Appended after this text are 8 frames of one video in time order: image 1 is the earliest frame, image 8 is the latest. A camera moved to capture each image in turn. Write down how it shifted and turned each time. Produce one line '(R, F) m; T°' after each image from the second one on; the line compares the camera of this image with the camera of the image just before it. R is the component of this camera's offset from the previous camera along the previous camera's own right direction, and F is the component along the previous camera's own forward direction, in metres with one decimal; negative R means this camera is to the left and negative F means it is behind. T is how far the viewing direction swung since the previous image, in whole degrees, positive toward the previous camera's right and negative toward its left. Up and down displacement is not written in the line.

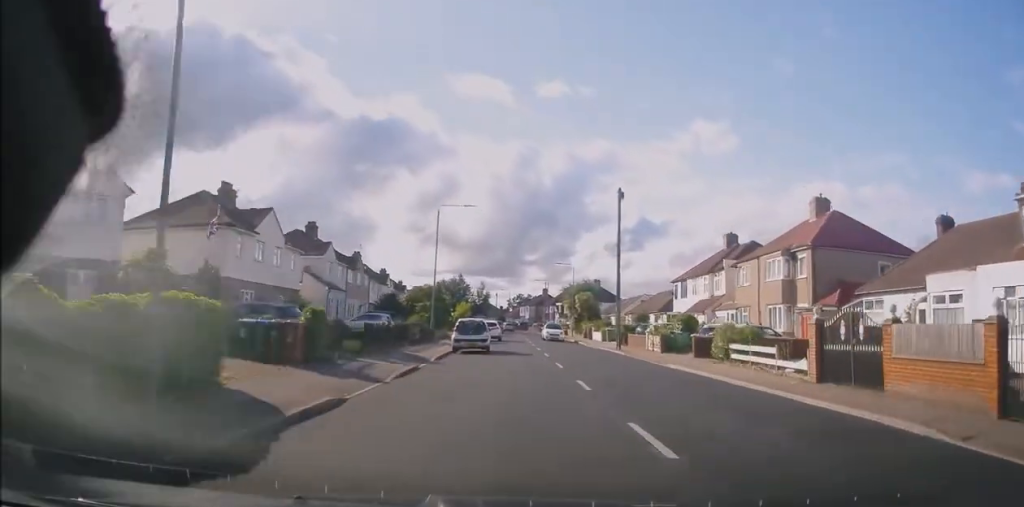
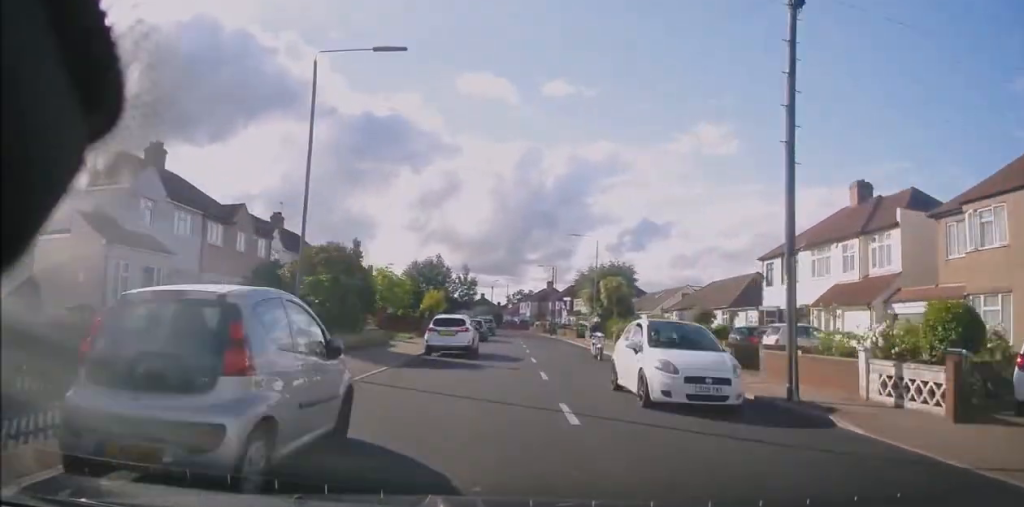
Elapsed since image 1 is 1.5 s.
(-0.2, +21.6) m; 0°
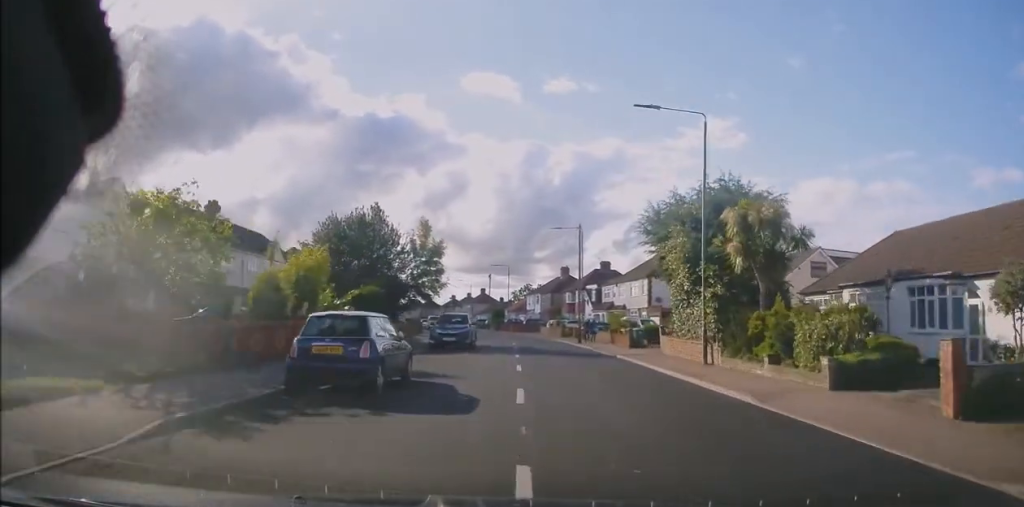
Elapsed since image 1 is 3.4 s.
(+0.2, +28.6) m; 0°
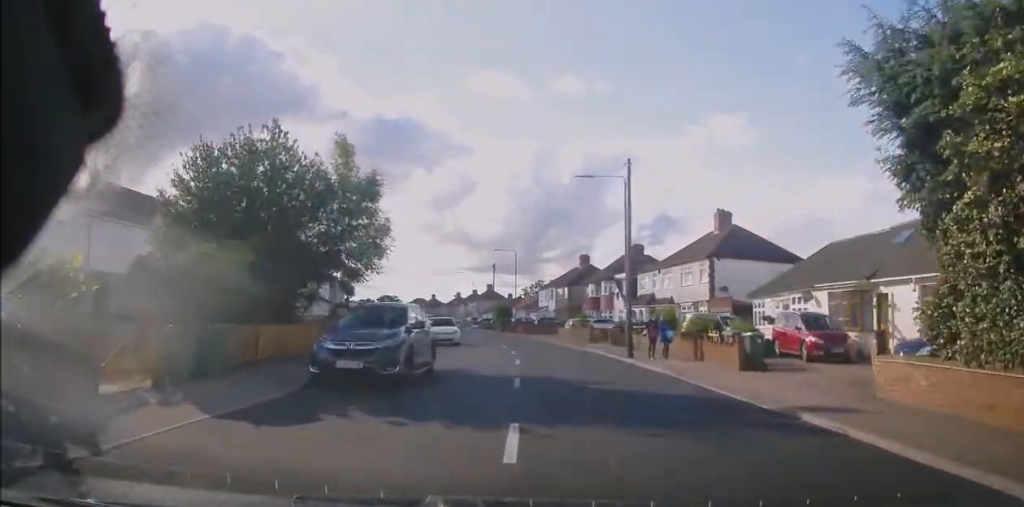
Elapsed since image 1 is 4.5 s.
(-0.1, +15.7) m; 0°
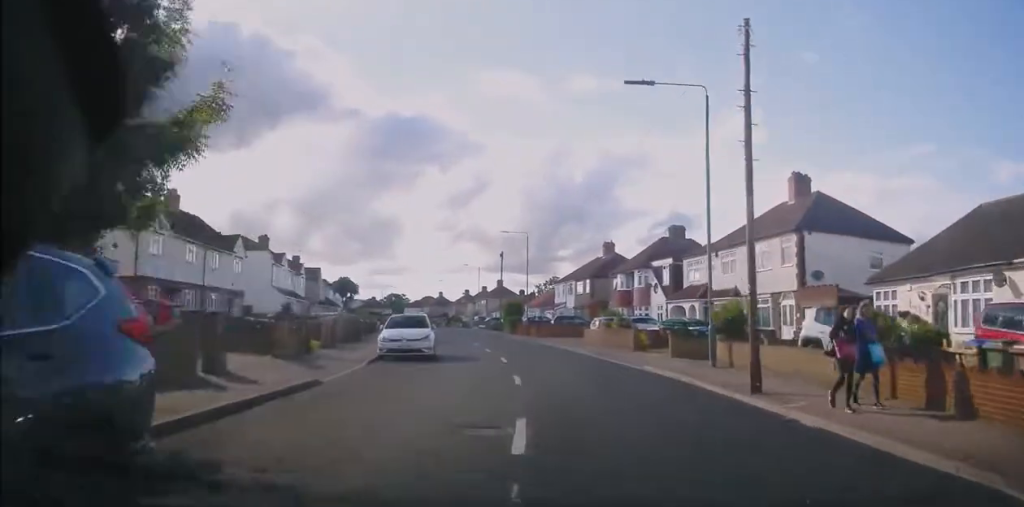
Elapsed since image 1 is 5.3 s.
(0.0, +11.6) m; -3°
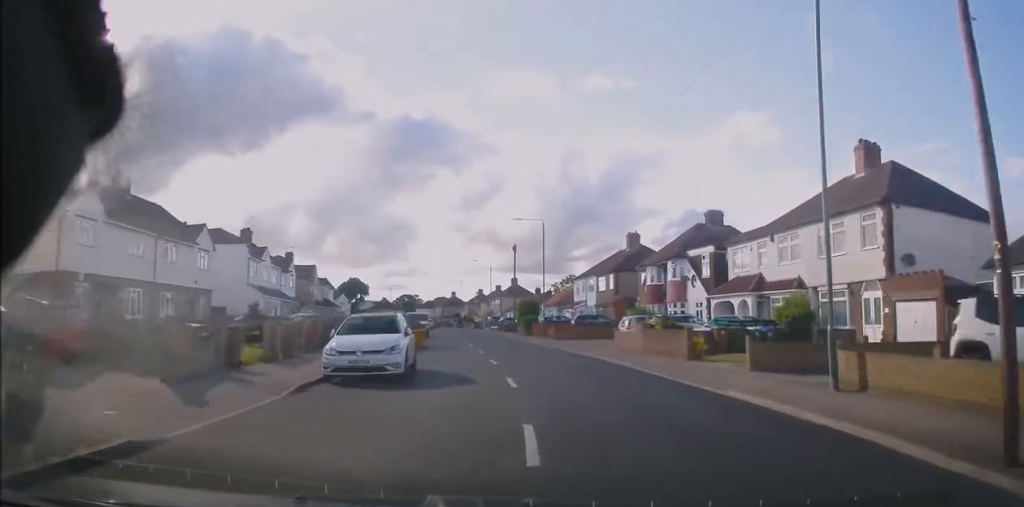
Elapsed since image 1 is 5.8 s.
(-0.1, +6.4) m; -2°
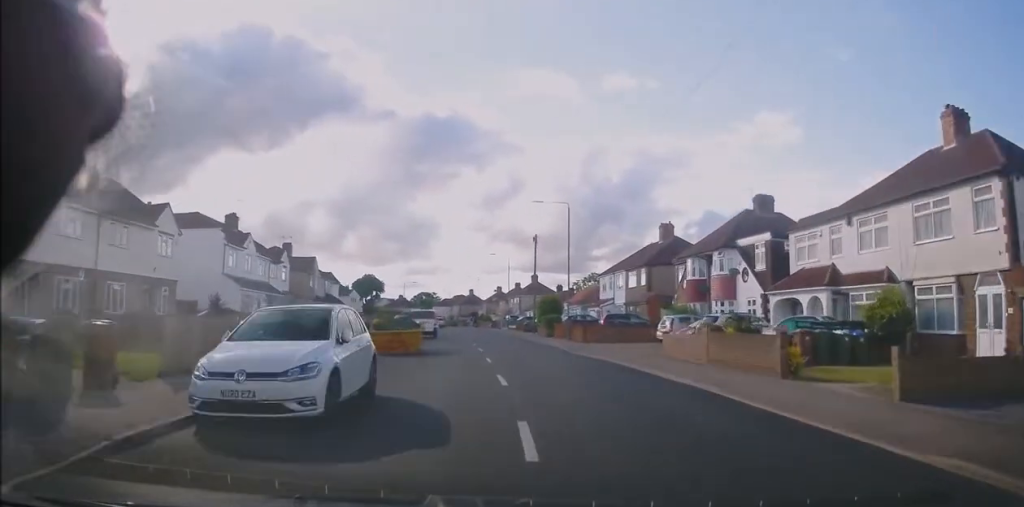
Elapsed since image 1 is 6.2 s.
(-0.4, +5.9) m; -2°
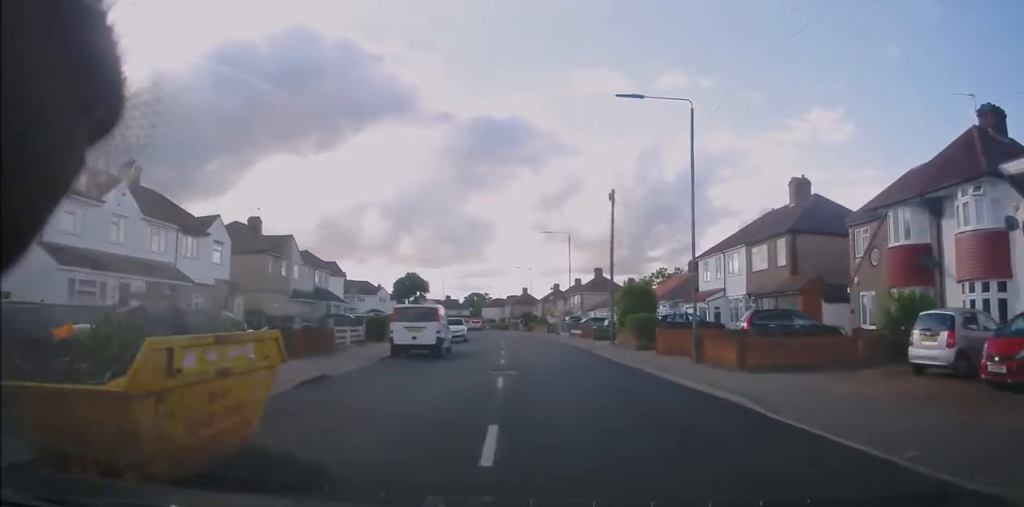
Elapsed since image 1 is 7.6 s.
(-0.3, +18.3) m; -4°
